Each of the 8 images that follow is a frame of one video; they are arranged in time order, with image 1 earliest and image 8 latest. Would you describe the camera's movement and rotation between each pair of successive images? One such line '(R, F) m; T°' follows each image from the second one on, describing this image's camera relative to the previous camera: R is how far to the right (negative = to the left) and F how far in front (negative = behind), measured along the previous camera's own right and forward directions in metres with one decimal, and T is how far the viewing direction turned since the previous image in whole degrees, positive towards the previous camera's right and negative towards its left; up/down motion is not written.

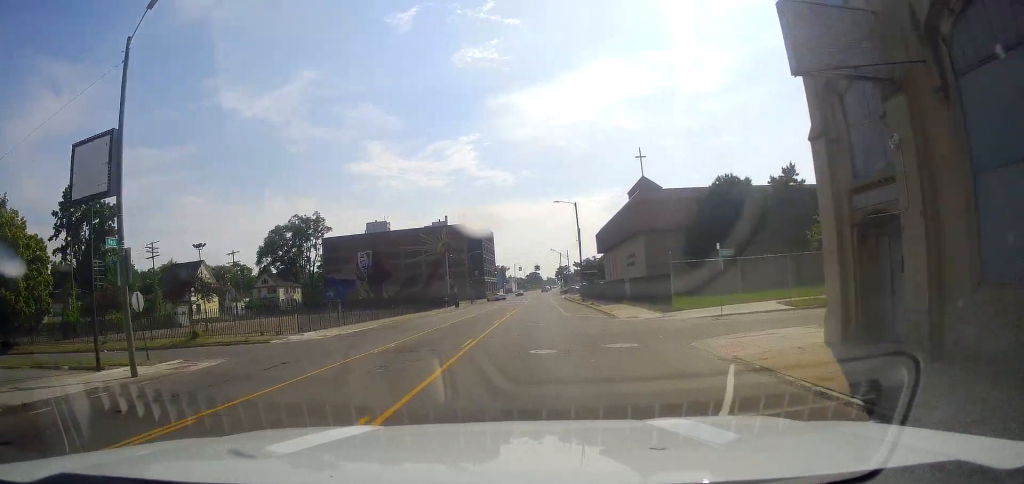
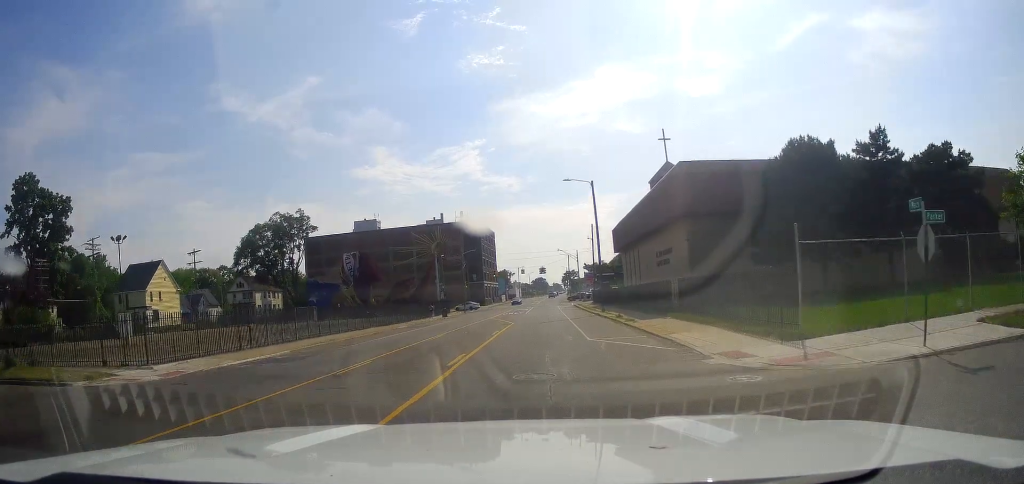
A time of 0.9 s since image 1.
(-0.1, +15.6) m; +1°
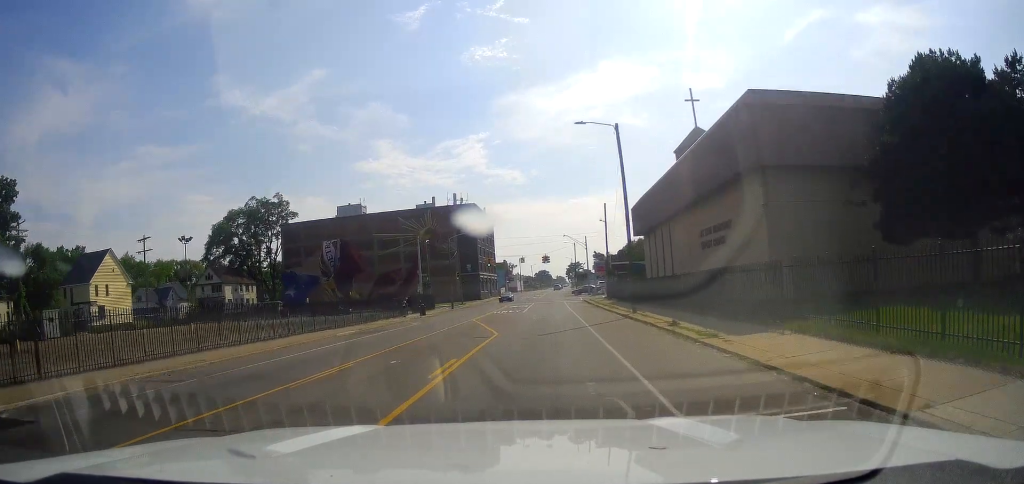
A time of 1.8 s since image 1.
(+0.2, +14.8) m; +1°
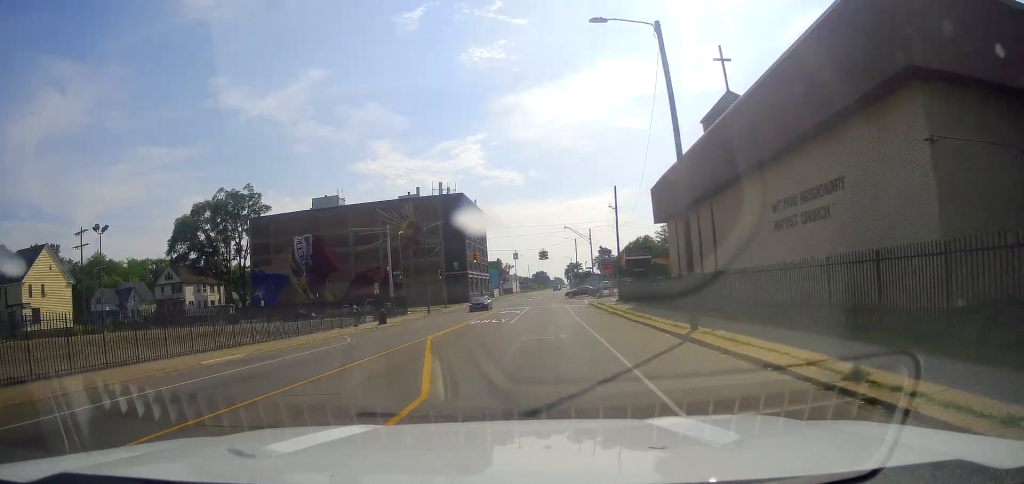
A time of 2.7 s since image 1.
(0.0, +13.6) m; -1°
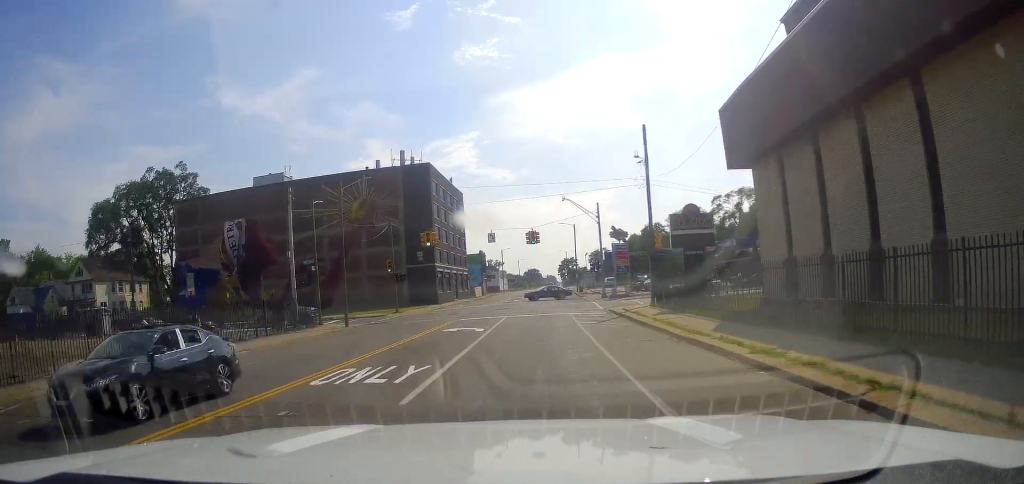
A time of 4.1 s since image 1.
(+0.4, +23.1) m; +2°
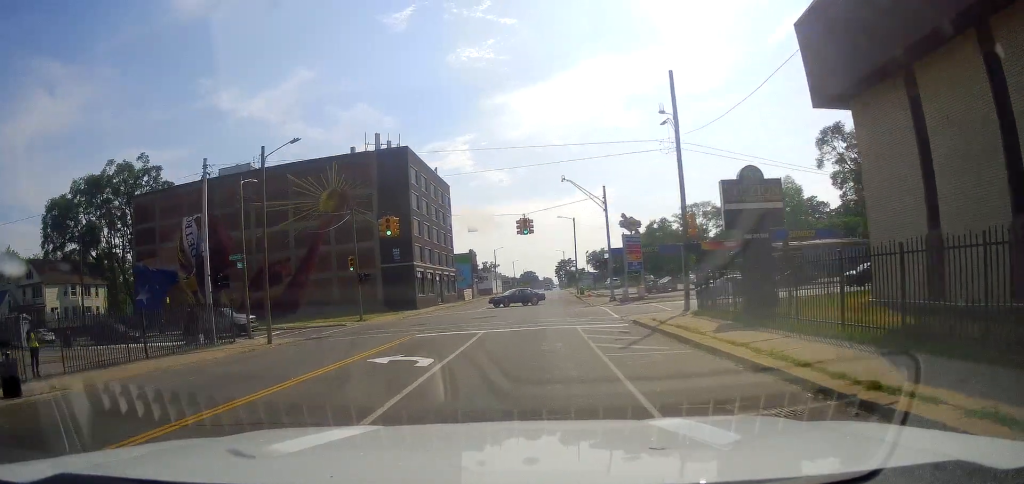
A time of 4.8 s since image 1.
(+0.2, +10.6) m; 0°
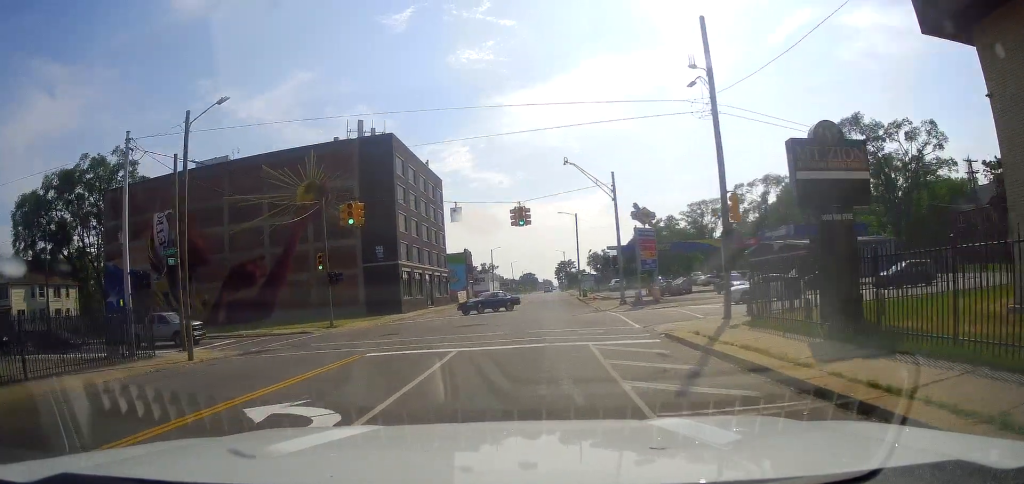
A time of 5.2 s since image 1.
(-0.3, +6.8) m; -1°
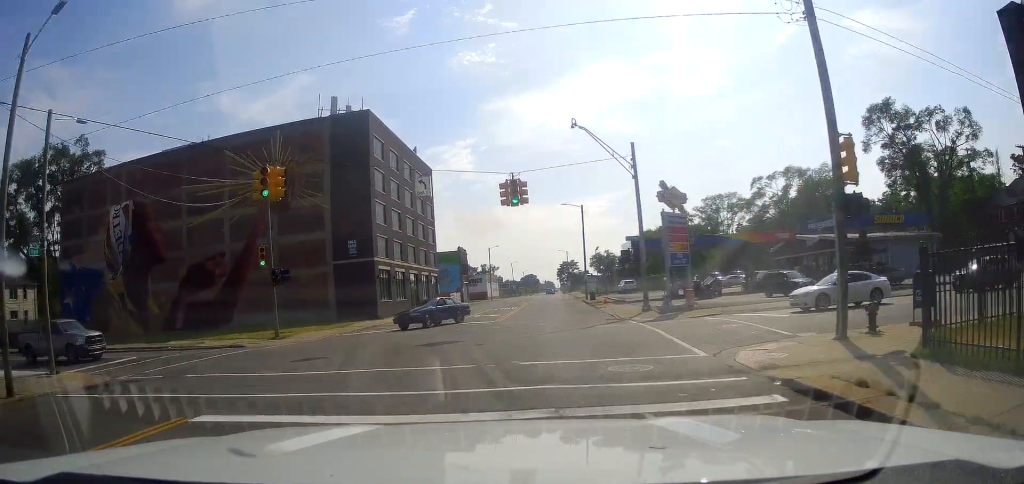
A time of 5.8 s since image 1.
(-0.1, +9.3) m; -1°
